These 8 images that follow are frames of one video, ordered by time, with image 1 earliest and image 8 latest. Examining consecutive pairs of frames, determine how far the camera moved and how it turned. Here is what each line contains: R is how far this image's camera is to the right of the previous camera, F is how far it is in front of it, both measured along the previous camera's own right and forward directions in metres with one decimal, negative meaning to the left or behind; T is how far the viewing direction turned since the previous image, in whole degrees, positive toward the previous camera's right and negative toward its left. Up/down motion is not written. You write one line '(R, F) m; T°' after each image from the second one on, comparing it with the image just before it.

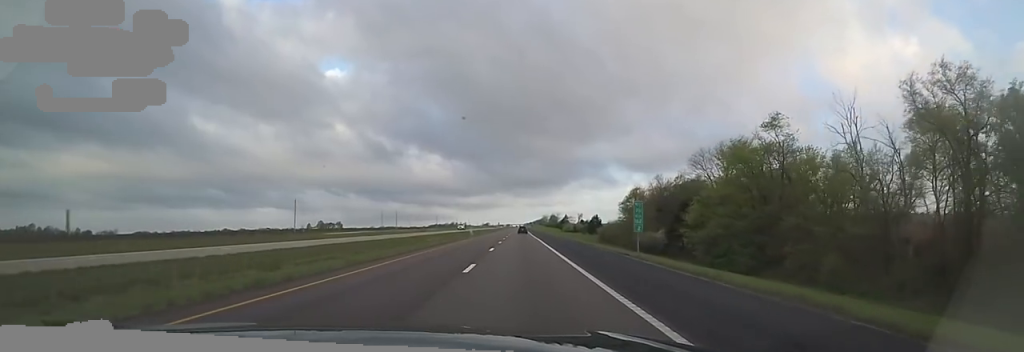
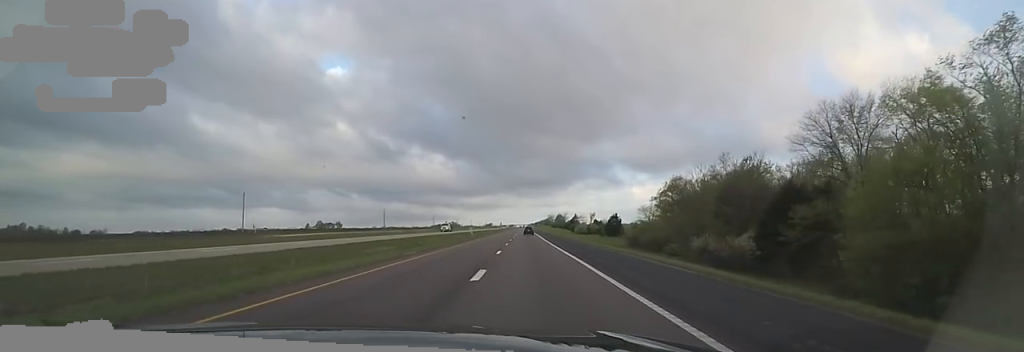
(0.0, +26.3) m; 0°
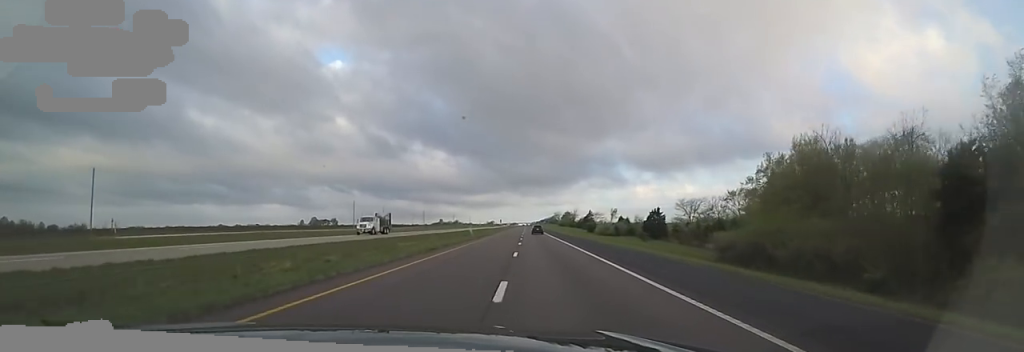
(0.0, +40.2) m; 0°
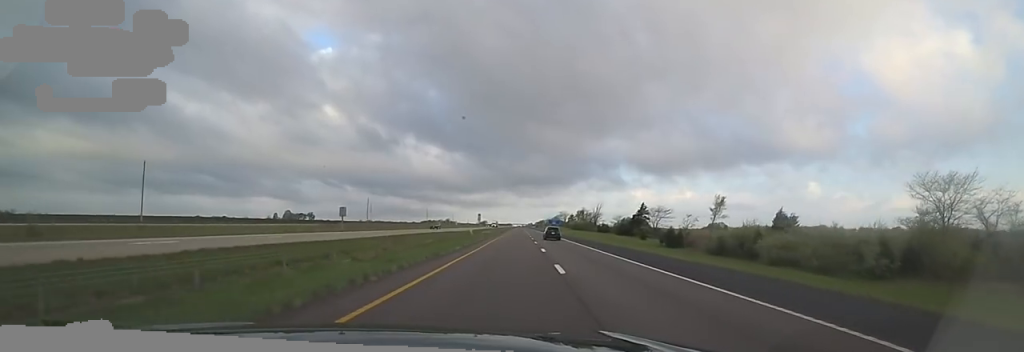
(0.0, +92.1) m; 0°
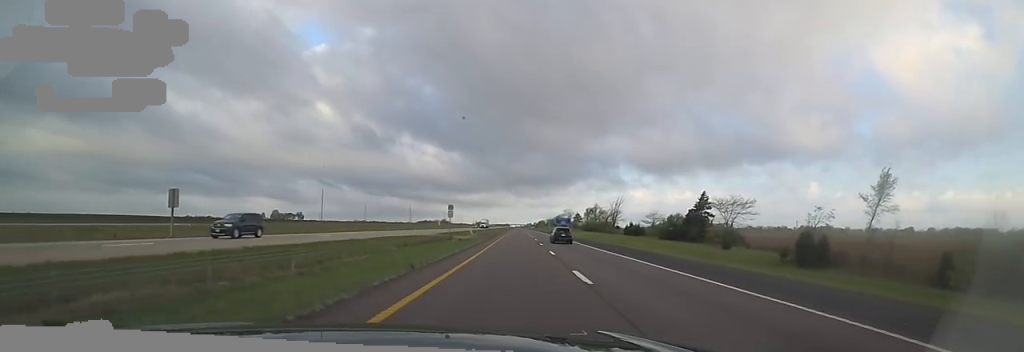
(0.0, +39.3) m; 0°
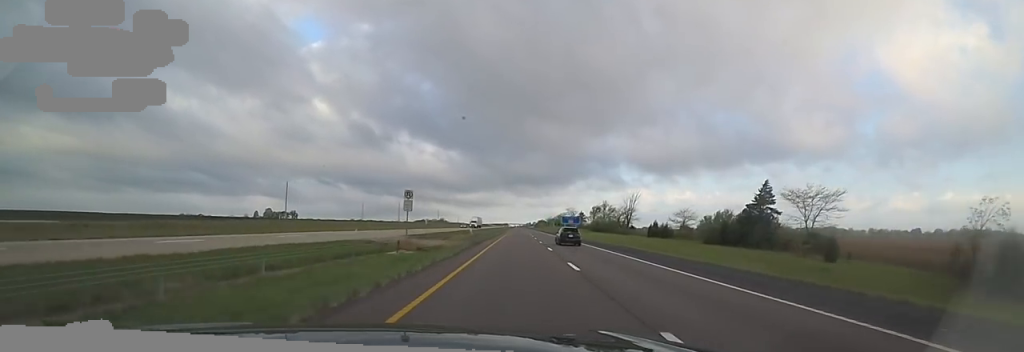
(0.0, +20.7) m; 0°
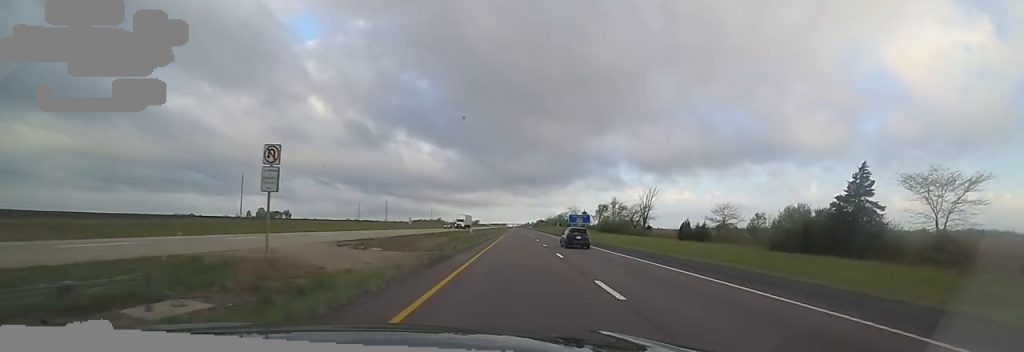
(-0.1, +18.4) m; +1°
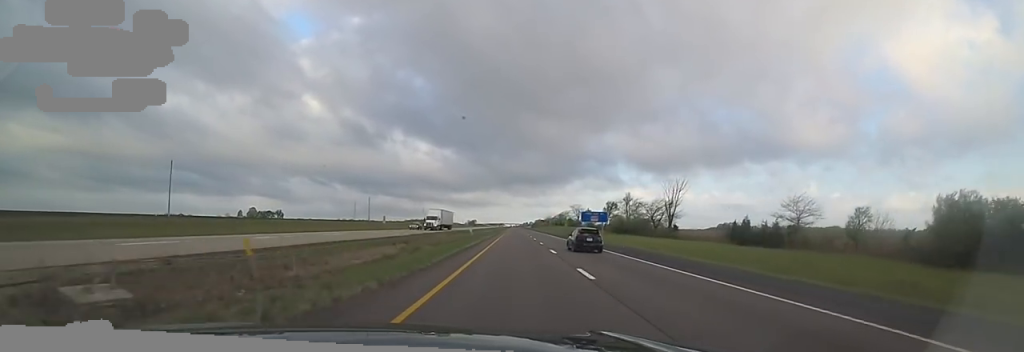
(+0.2, +20.7) m; +1°
